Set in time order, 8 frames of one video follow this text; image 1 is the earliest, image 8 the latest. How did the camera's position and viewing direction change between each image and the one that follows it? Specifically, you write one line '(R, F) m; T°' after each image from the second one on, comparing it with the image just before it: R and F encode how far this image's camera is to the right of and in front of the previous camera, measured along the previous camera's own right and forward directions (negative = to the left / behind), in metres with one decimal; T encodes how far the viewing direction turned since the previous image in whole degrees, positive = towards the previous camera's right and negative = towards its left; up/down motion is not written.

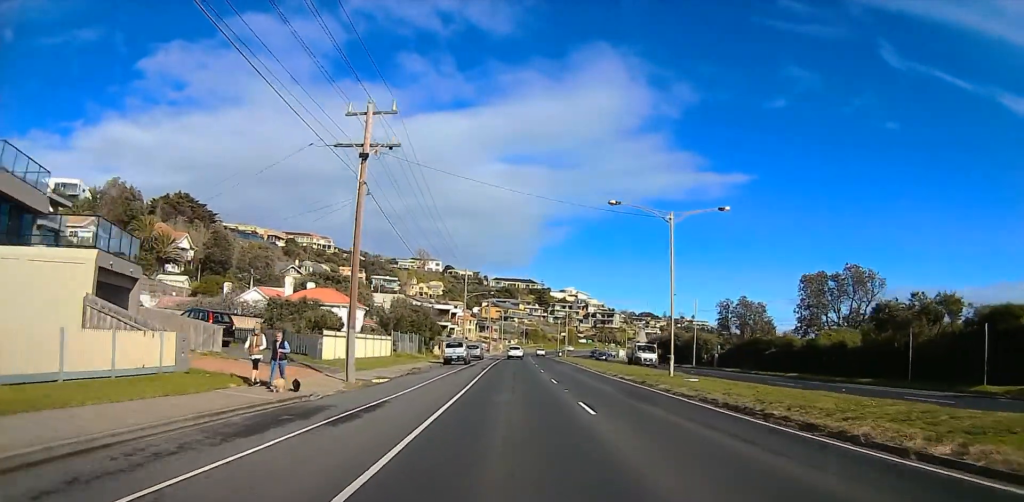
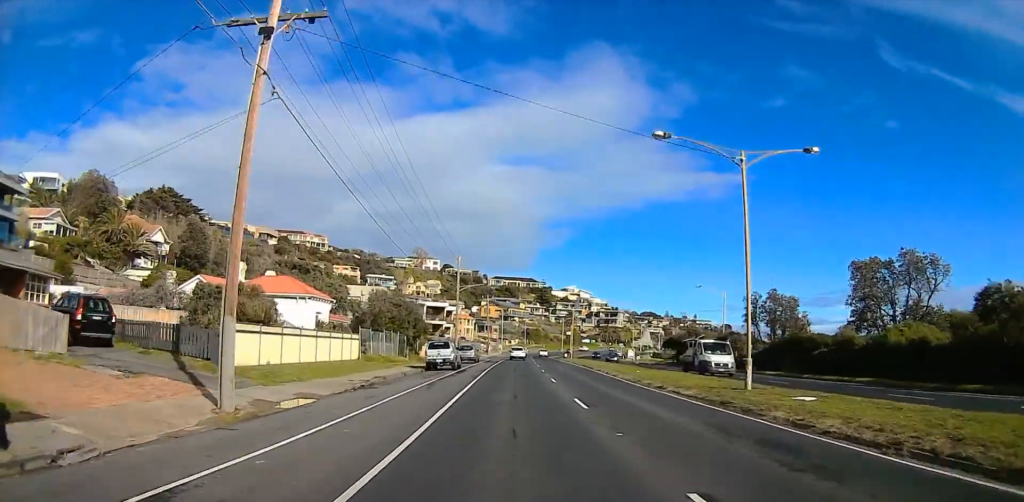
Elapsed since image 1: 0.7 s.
(-0.1, +10.5) m; -2°
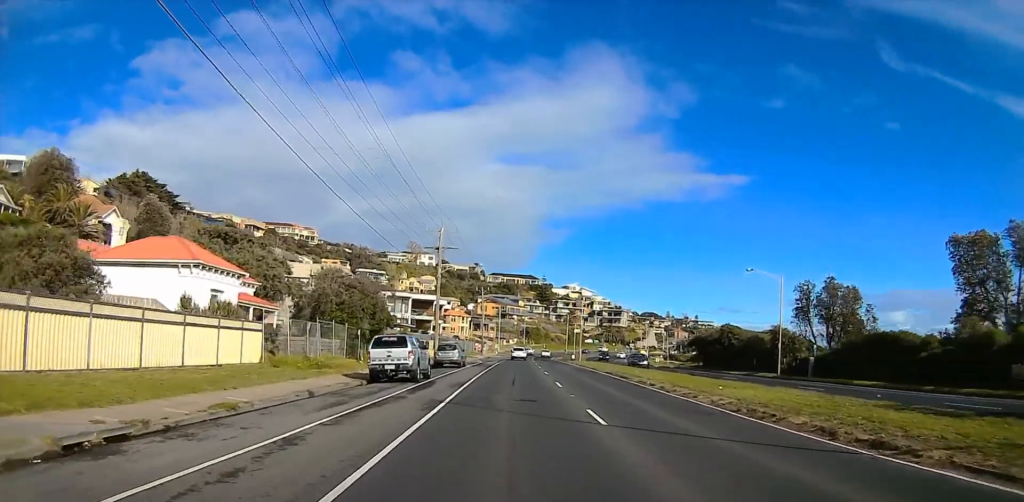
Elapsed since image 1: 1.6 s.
(-0.6, +15.3) m; +1°
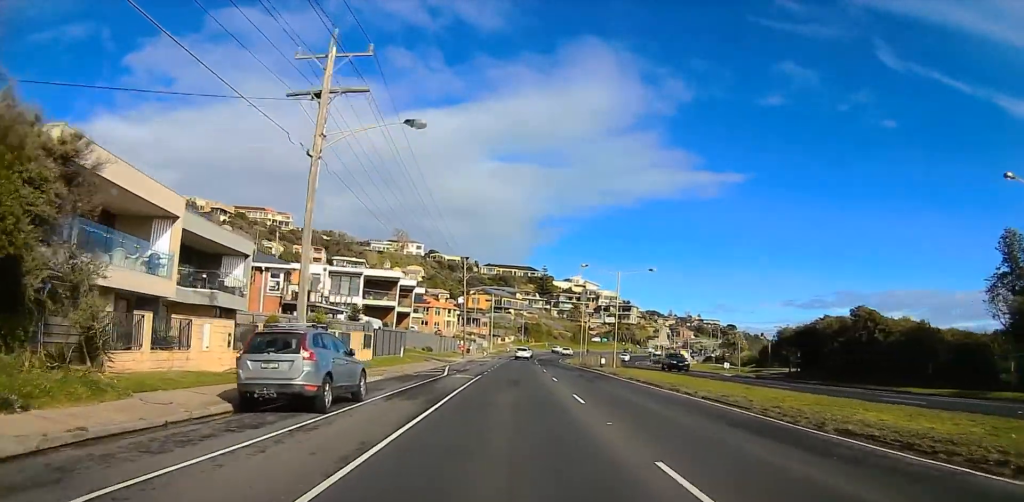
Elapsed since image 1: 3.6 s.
(+1.6, +31.1) m; +3°
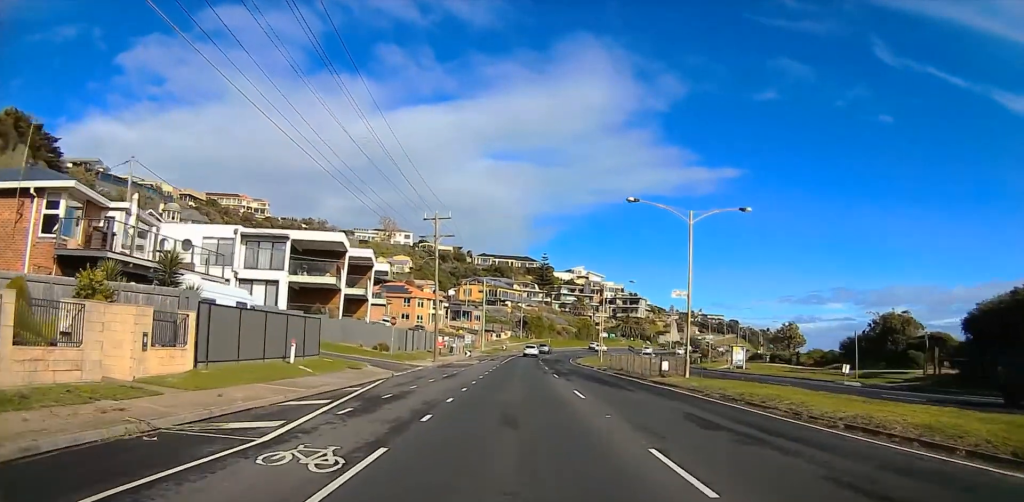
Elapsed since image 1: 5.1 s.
(+0.1, +22.4) m; 0°
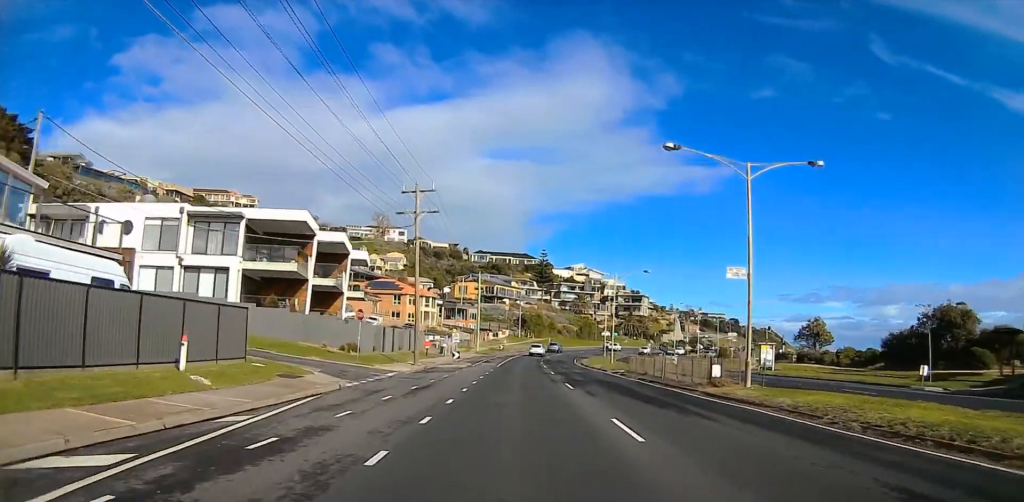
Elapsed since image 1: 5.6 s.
(0.0, +7.8) m; 0°
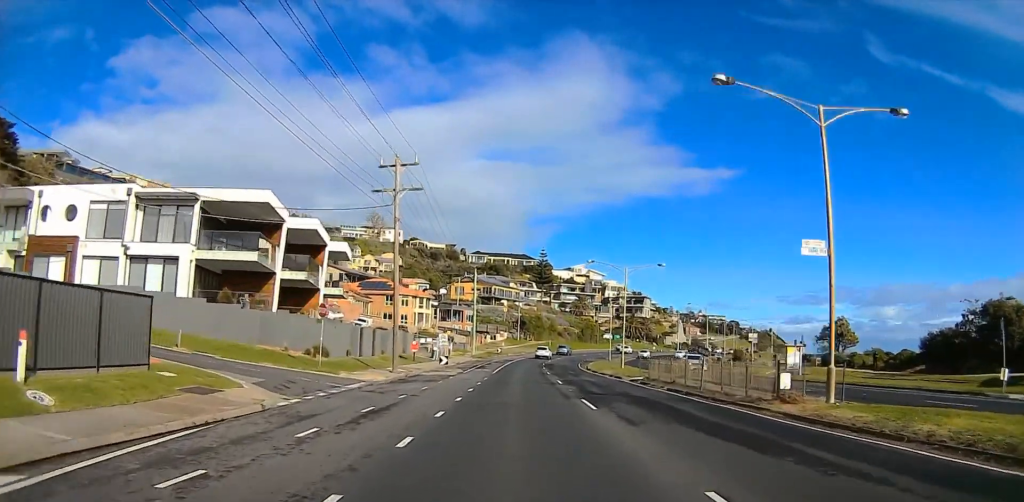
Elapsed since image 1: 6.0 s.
(0.0, +6.1) m; 0°
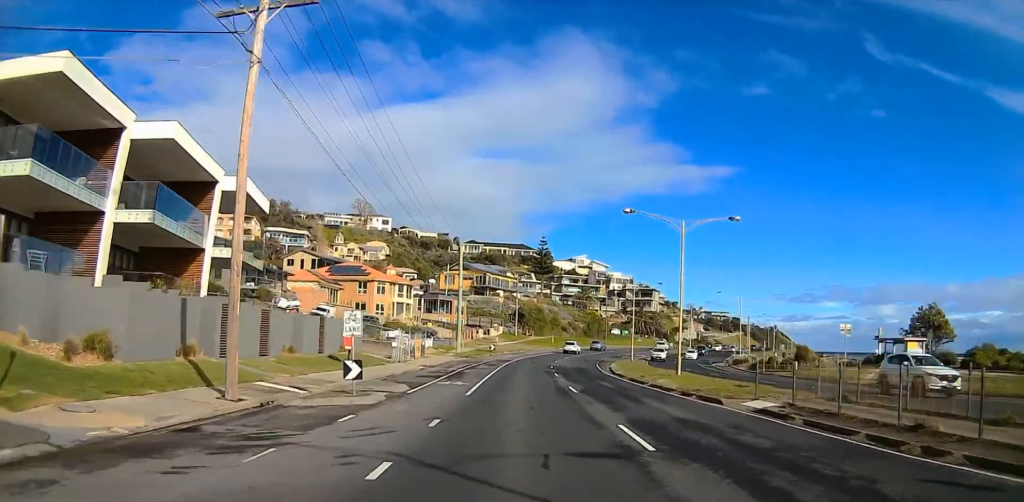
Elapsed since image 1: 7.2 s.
(0.0, +15.8) m; 0°
